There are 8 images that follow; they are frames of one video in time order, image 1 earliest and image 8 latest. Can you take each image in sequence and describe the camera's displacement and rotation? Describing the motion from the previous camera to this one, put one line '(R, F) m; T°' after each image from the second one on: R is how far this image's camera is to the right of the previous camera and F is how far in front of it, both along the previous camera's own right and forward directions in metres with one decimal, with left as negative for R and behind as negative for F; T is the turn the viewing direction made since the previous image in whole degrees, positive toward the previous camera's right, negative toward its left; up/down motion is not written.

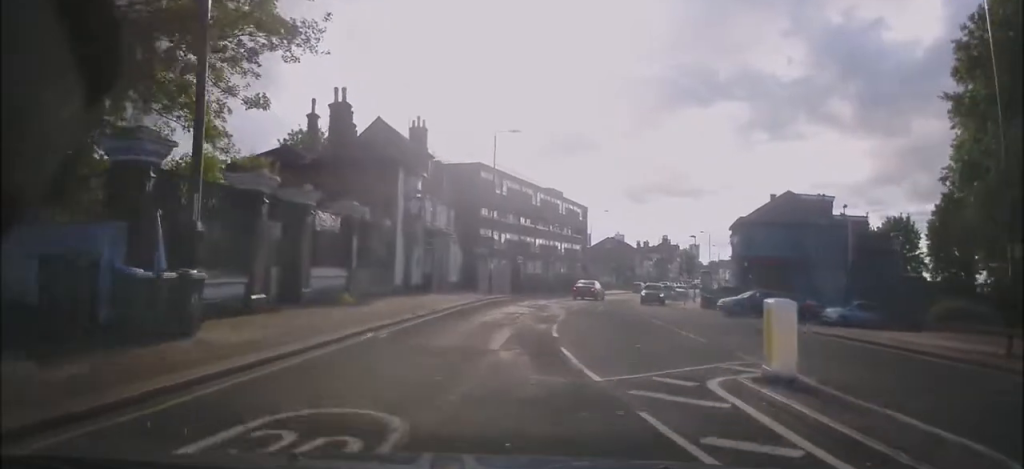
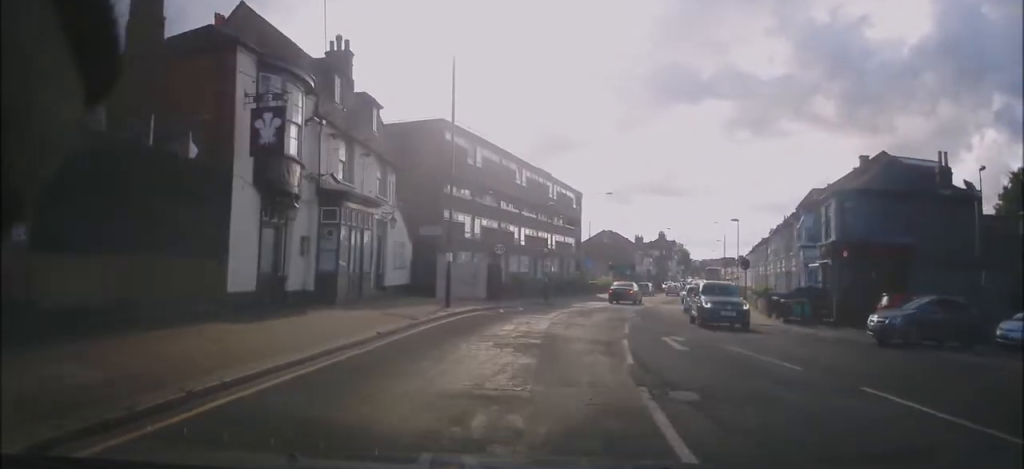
(+0.1, +15.4) m; -2°
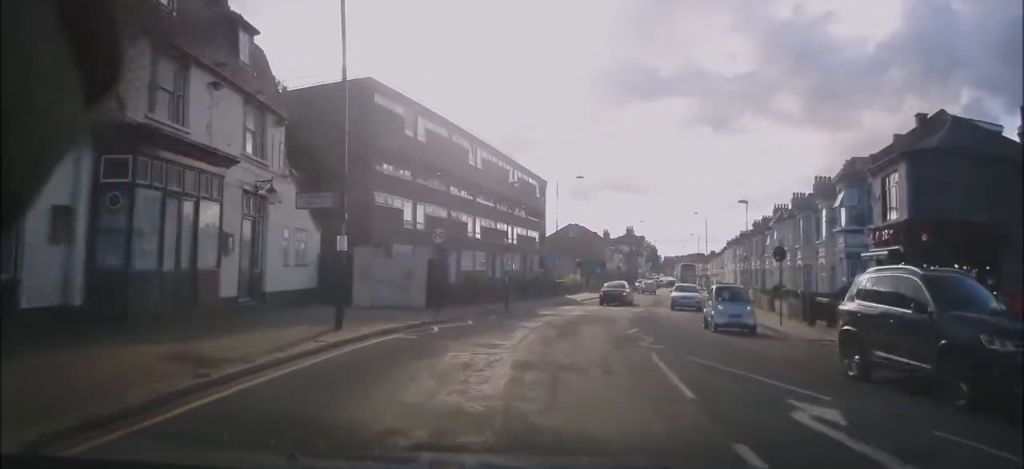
(-0.3, +8.8) m; +2°
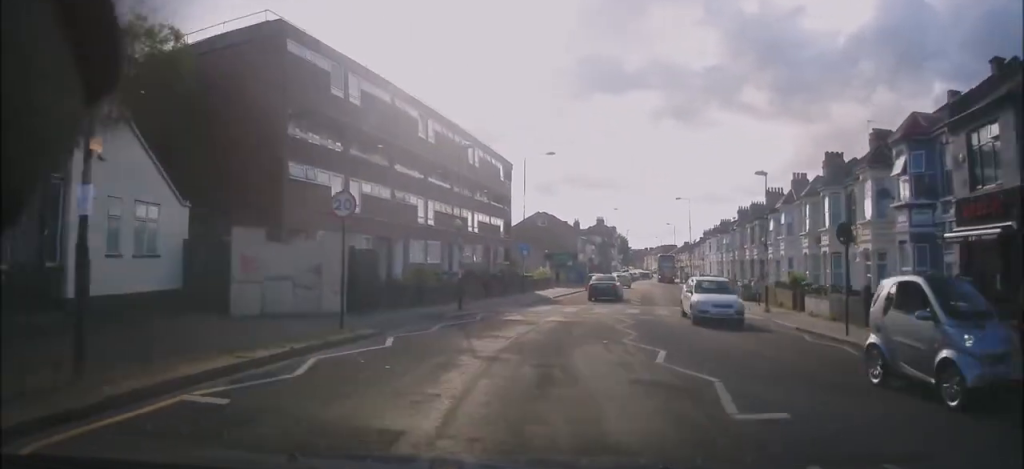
(+0.1, +7.8) m; +4°
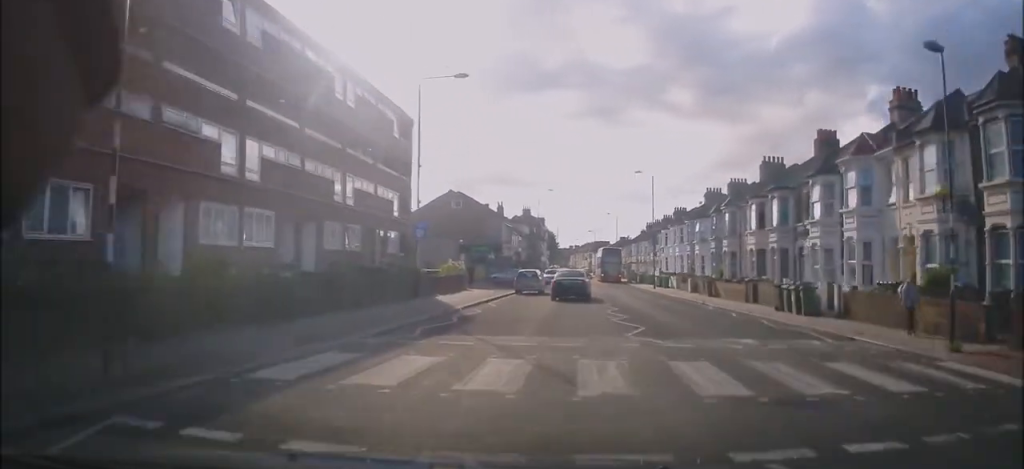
(+1.9, +17.2) m; +10°
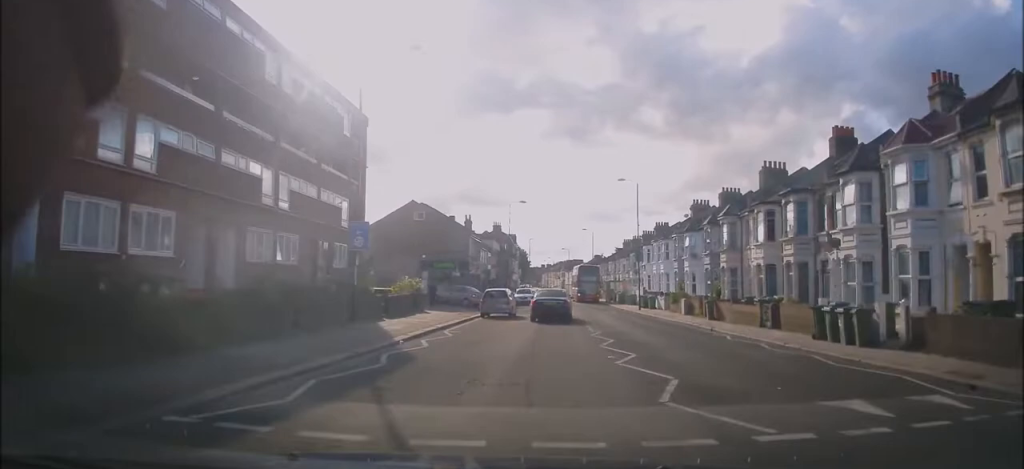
(+0.1, +5.7) m; 0°
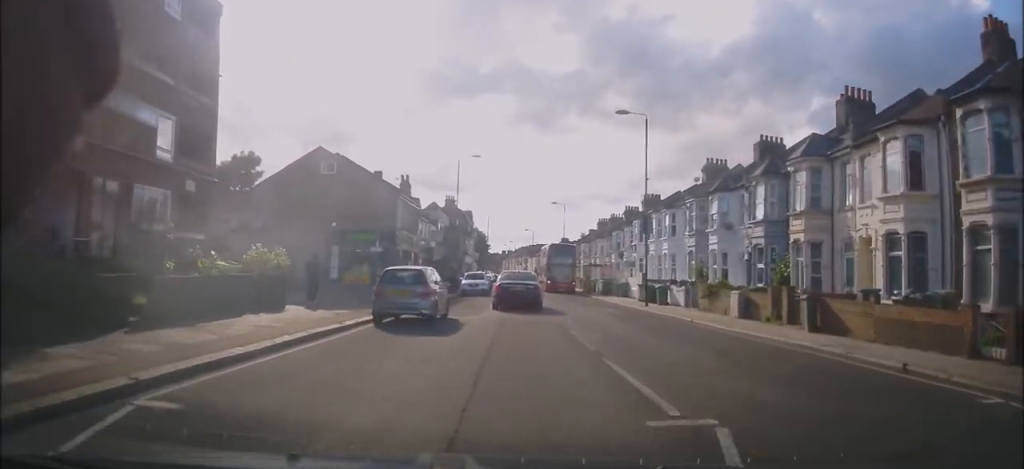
(0.0, +15.9) m; +2°
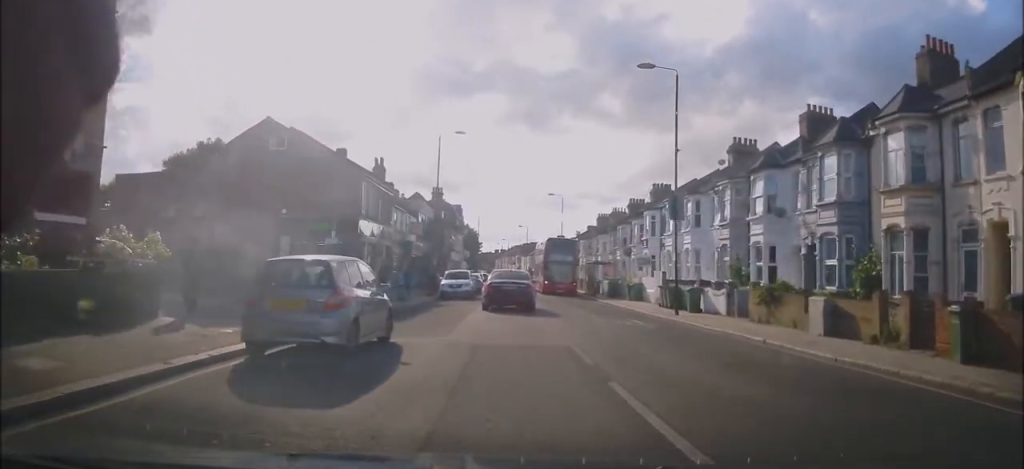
(+0.3, +7.5) m; +2°
